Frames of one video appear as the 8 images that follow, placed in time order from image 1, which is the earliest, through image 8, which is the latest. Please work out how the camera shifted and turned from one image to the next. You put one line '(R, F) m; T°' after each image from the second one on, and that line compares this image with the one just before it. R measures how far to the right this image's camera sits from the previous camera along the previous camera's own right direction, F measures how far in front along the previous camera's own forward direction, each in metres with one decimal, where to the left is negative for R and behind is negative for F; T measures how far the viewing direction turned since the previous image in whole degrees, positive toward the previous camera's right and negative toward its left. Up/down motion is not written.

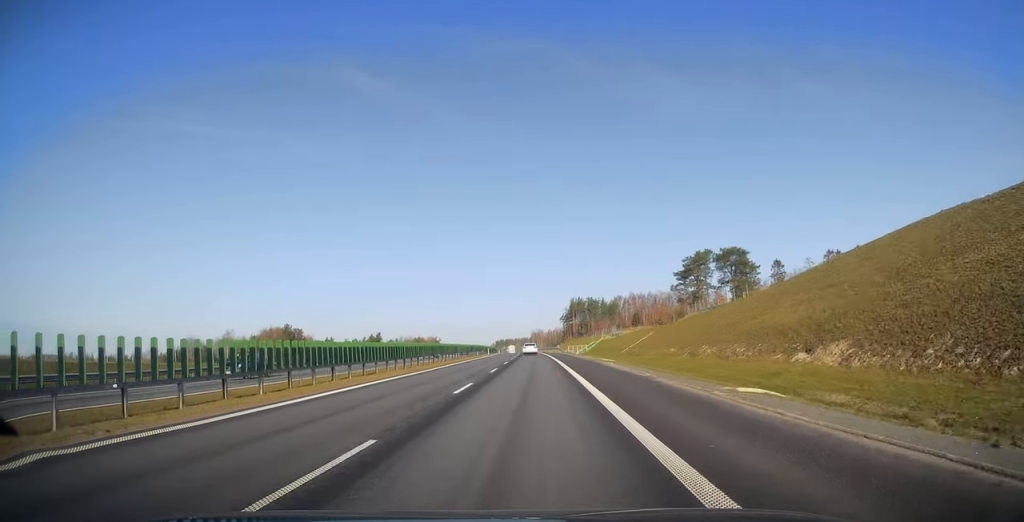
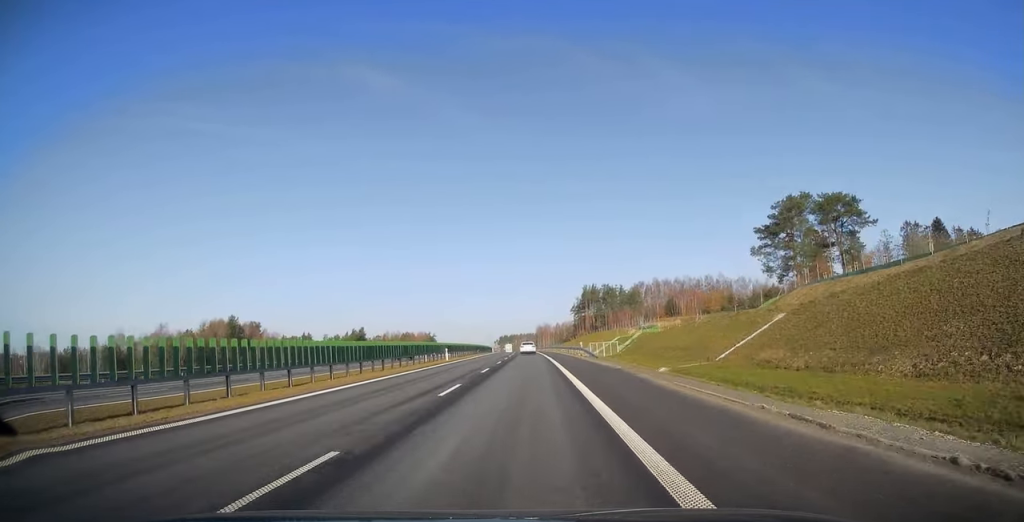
(+0.5, +48.9) m; 0°
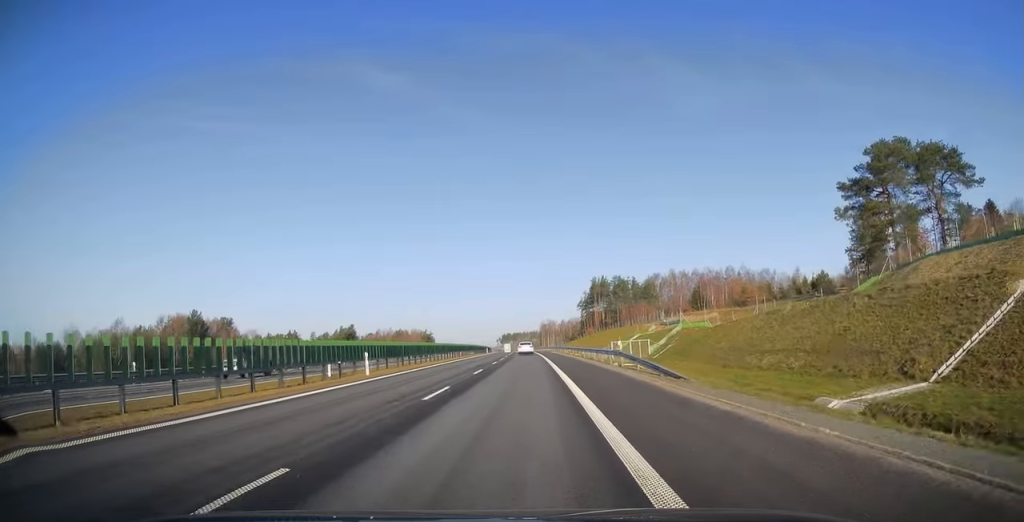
(-0.6, +25.0) m; -1°
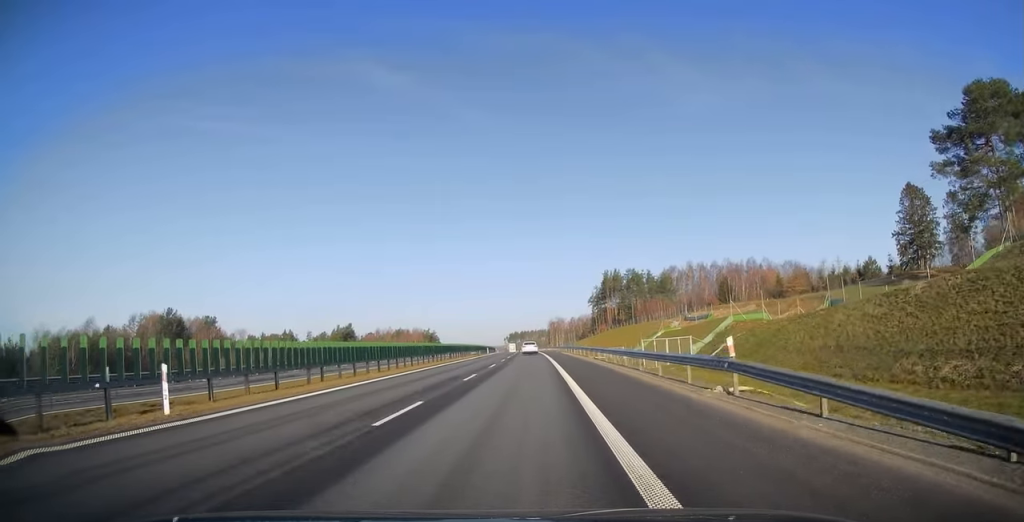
(0.0, +16.3) m; 0°
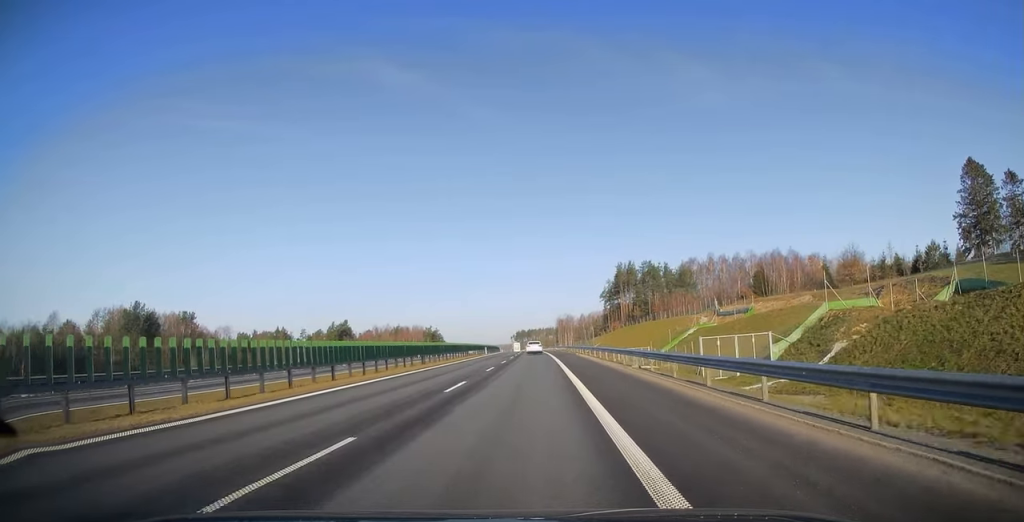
(+0.3, +17.4) m; -1°
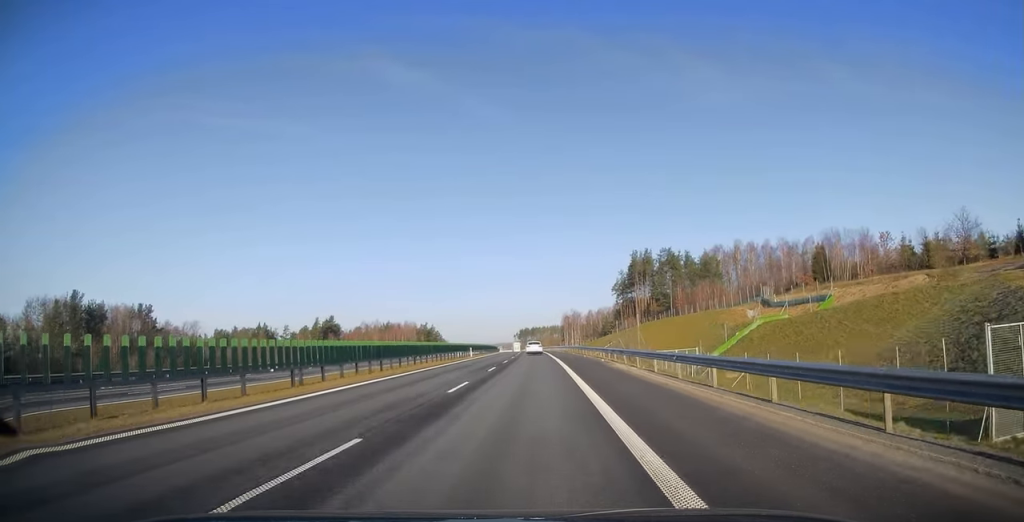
(-0.5, +24.0) m; -1°
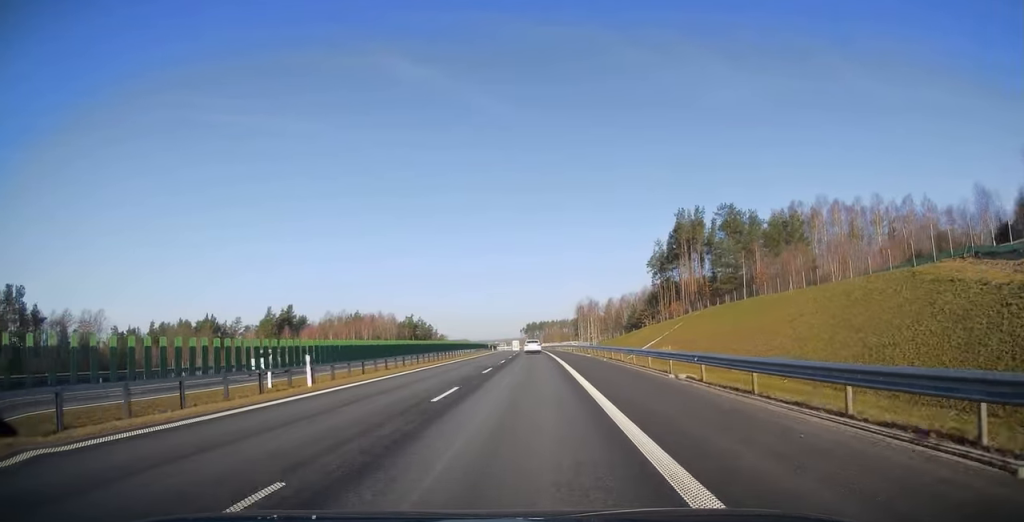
(-0.2, +50.7) m; -1°
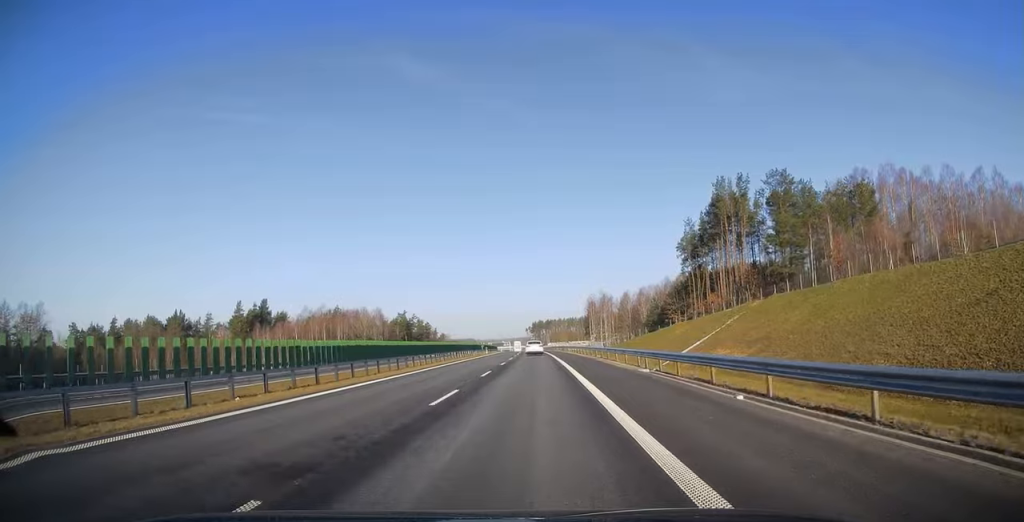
(-0.2, +24.6) m; -1°
